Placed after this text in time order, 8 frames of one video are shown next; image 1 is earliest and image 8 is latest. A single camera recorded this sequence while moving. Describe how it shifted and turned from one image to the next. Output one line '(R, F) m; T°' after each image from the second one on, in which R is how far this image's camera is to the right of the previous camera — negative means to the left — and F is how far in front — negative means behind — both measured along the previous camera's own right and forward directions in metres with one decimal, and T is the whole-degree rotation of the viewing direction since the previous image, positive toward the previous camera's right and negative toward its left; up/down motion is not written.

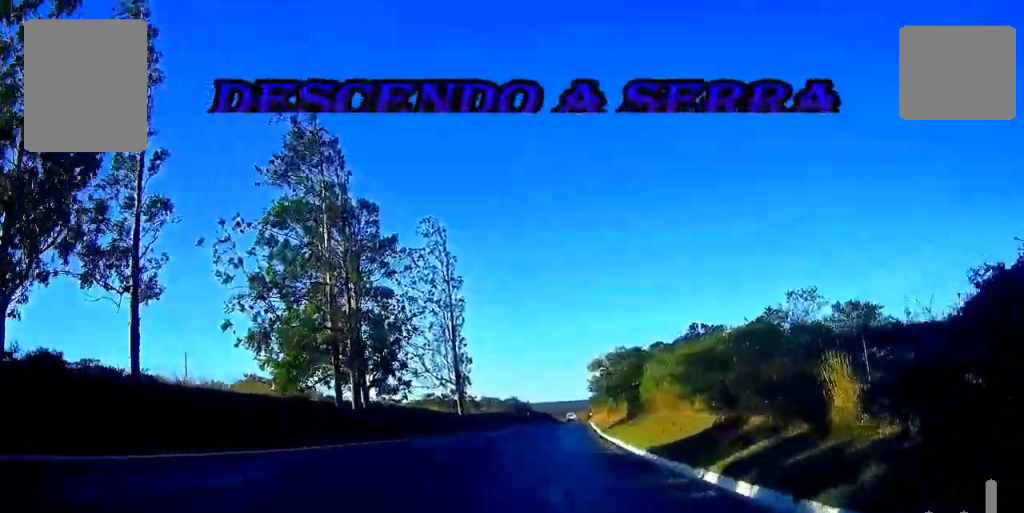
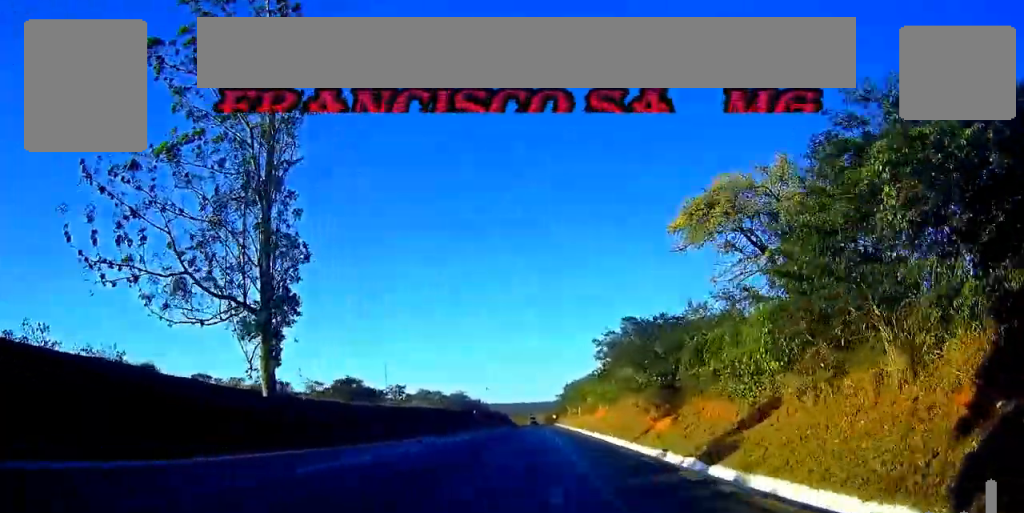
(0.0, +44.0) m; 0°
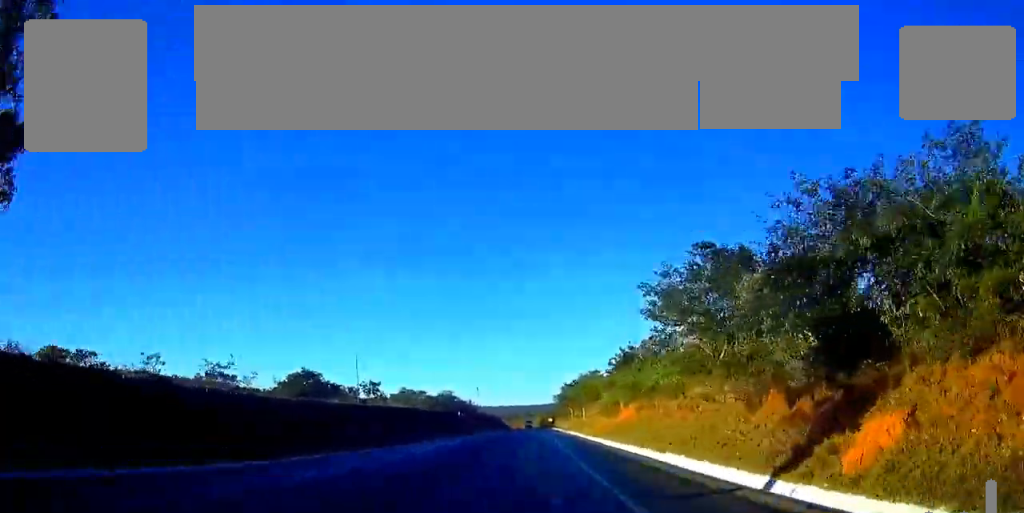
(-0.1, +16.2) m; +2°
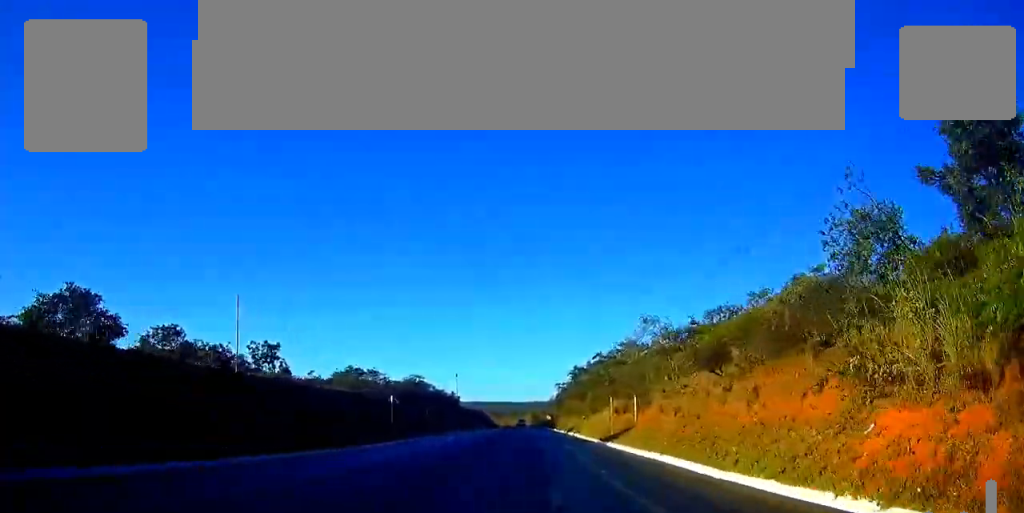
(+1.8, +41.2) m; +4°
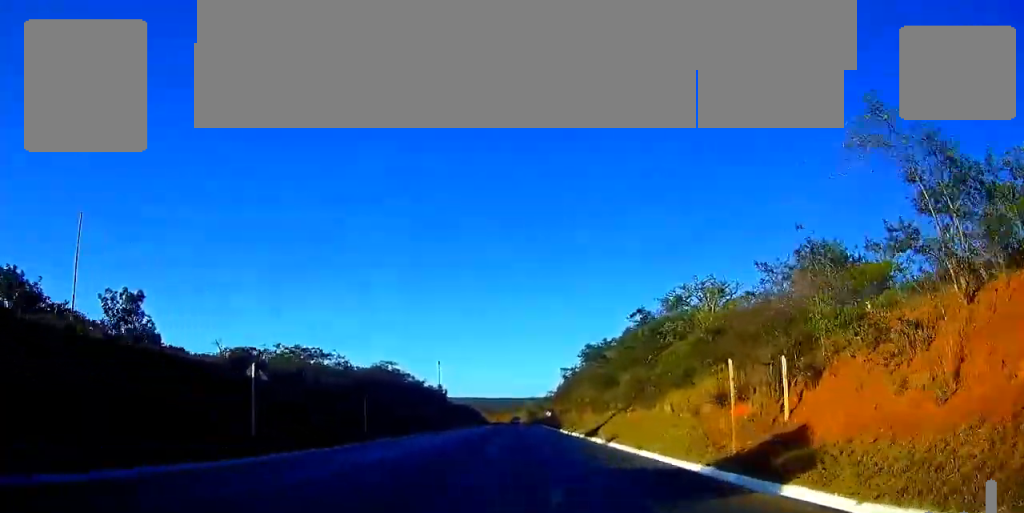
(+0.1, +24.1) m; 0°
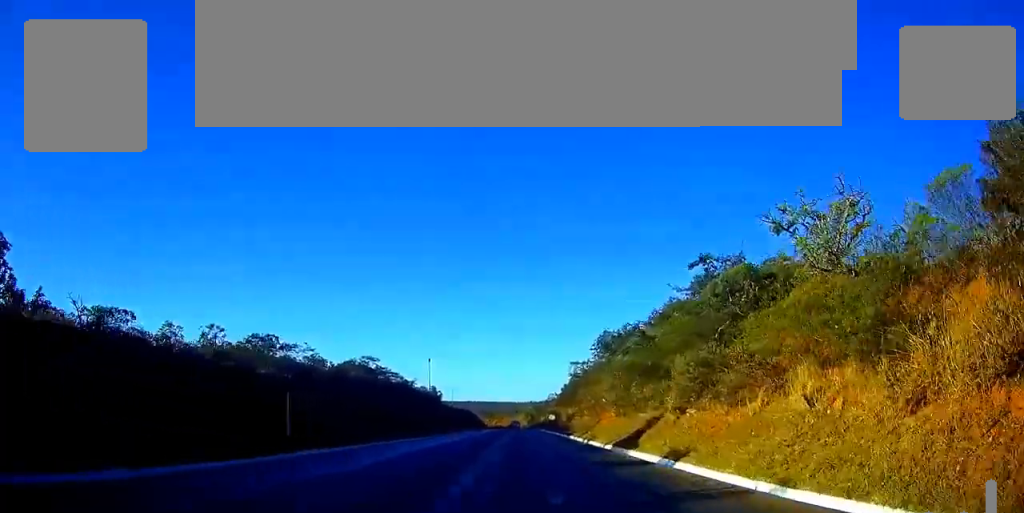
(0.0, +14.1) m; 0°
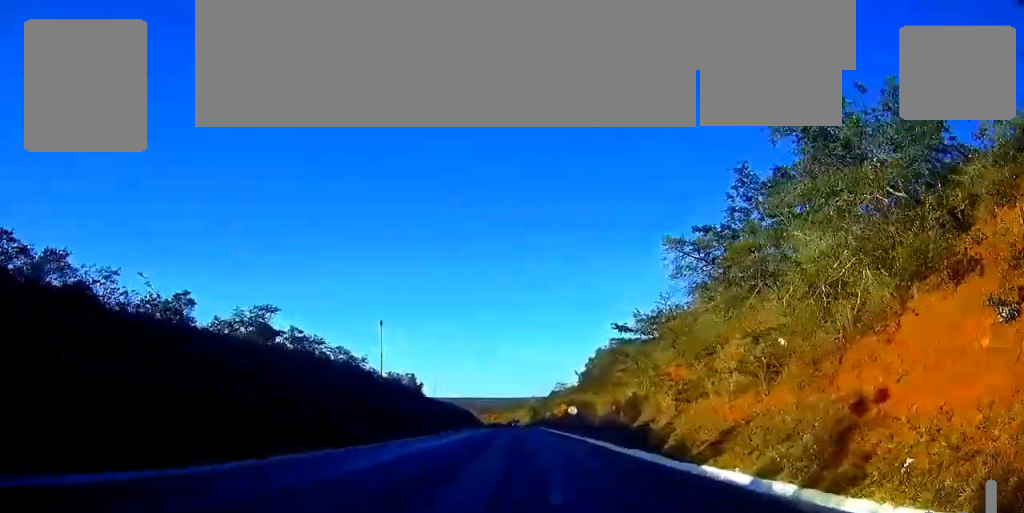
(0.0, +41.0) m; 0°
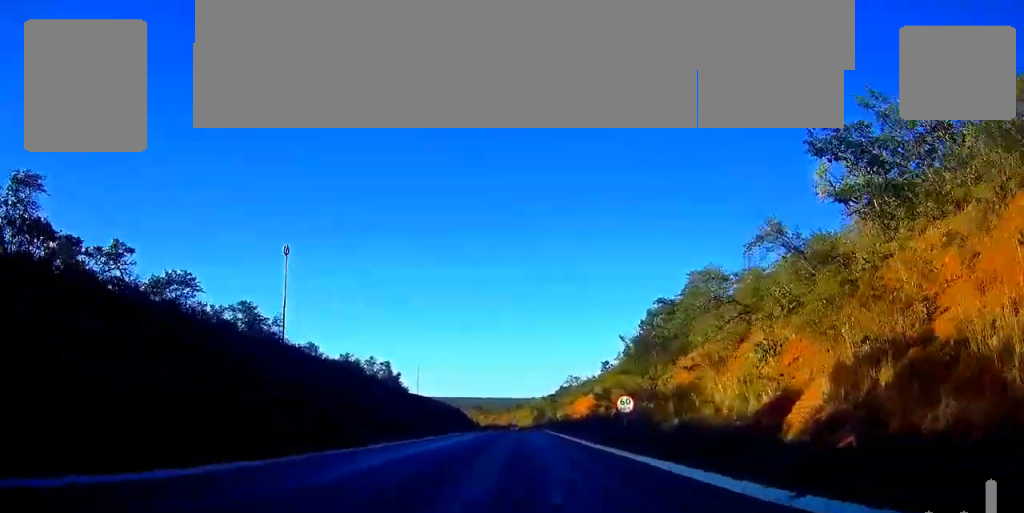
(+0.1, +33.0) m; 0°
